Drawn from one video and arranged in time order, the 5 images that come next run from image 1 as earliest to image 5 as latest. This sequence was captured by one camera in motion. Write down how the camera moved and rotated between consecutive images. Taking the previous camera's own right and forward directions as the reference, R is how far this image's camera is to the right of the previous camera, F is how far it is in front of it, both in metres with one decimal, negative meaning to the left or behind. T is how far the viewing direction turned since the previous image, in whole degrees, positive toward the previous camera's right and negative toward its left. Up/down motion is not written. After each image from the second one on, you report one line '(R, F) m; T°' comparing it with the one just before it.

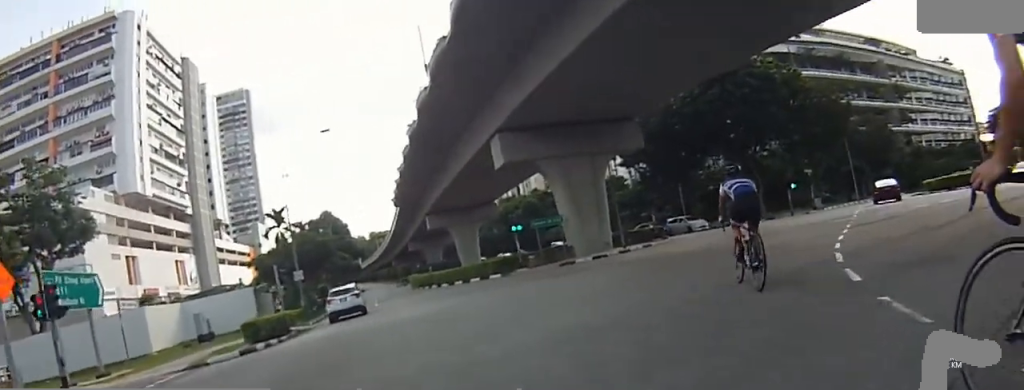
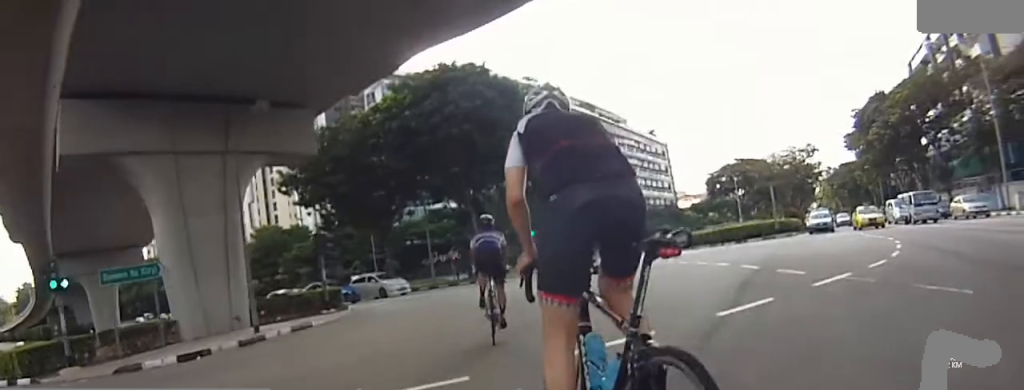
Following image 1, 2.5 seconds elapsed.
(+3.1, +7.7) m; +42°
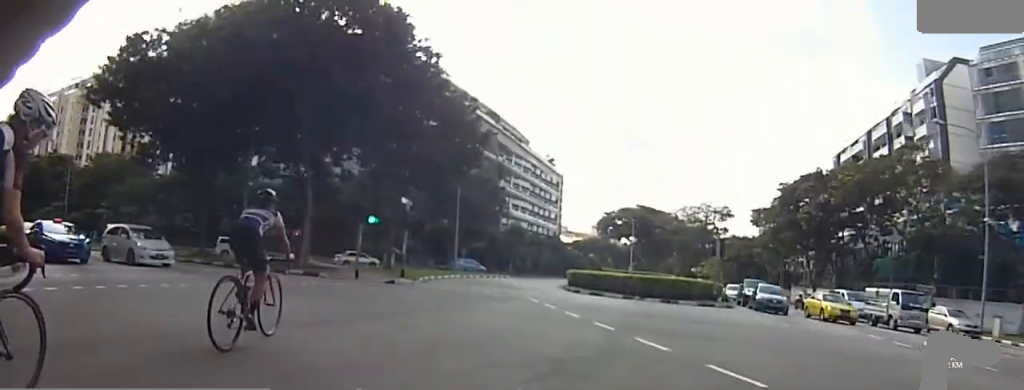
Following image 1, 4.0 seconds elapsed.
(+0.2, +5.2) m; +8°
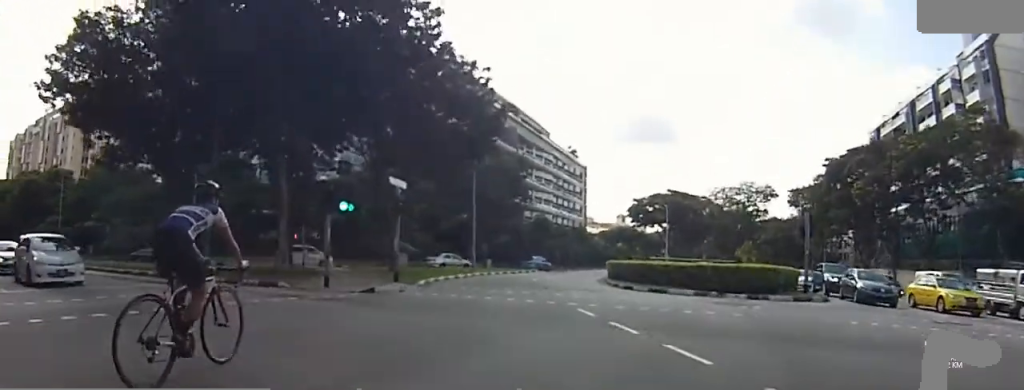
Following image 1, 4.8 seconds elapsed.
(+0.1, +3.1) m; +11°
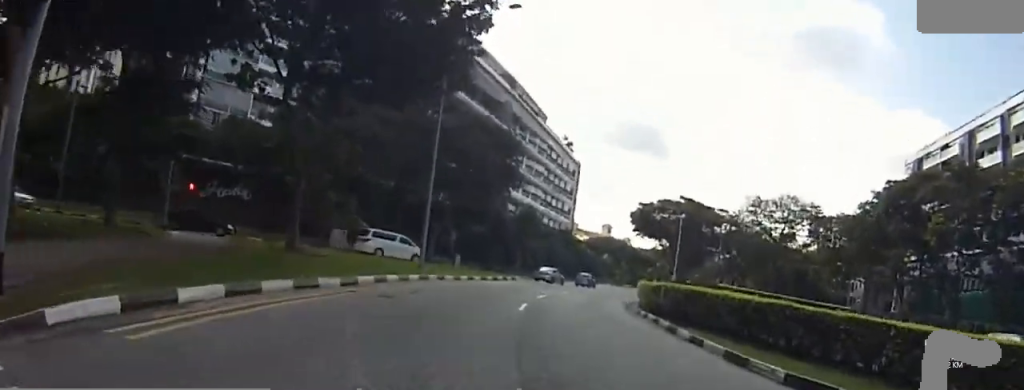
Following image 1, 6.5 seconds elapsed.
(+0.8, +9.0) m; +1°
